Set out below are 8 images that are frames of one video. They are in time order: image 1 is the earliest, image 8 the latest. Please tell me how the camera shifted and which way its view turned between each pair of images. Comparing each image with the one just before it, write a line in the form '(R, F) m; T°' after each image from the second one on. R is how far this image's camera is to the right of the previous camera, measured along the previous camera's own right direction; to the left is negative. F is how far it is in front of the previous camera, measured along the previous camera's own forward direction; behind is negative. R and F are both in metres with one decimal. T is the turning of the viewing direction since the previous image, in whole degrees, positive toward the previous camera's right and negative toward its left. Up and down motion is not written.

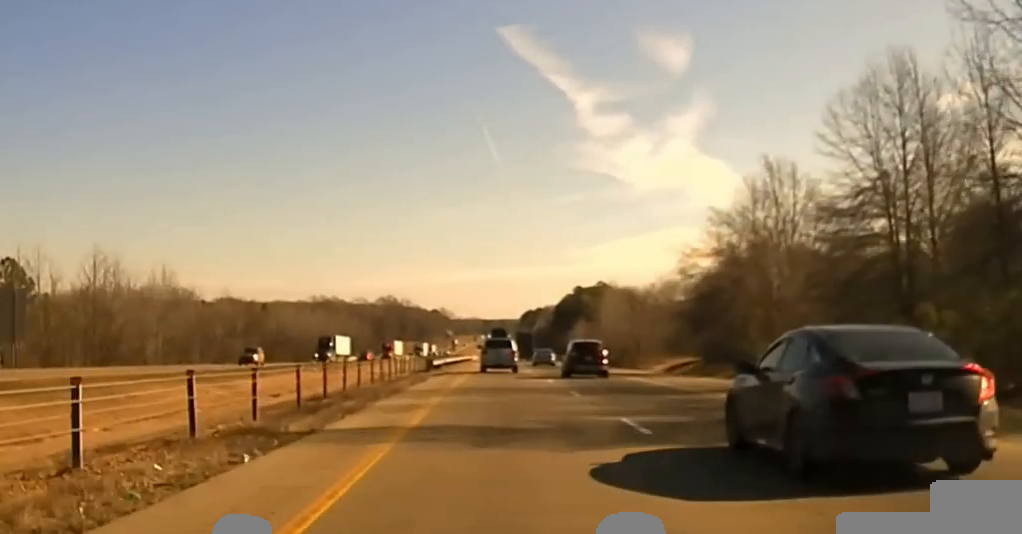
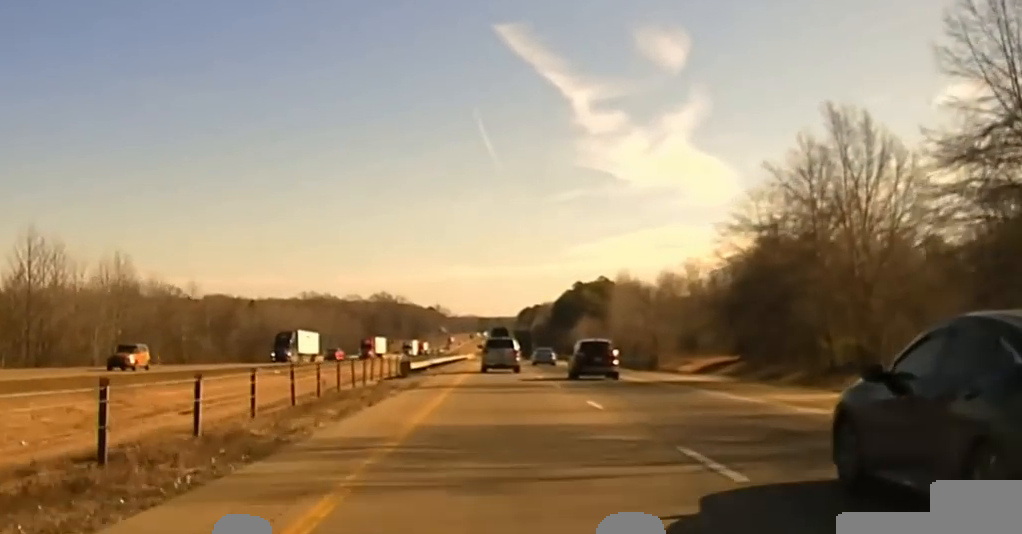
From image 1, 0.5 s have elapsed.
(0.0, +17.8) m; 0°
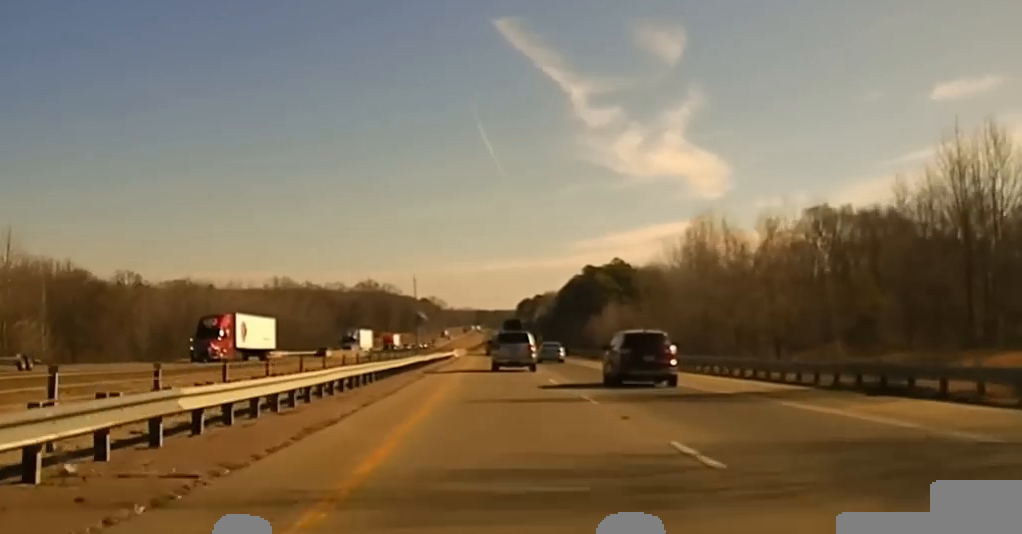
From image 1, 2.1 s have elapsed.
(0.0, +55.3) m; +1°
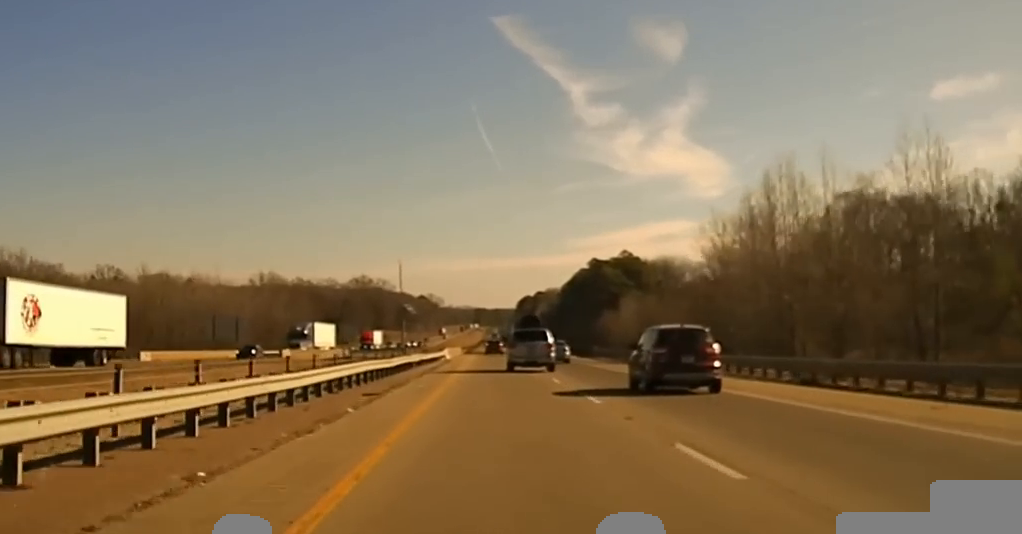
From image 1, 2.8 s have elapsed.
(+0.2, +23.2) m; 0°
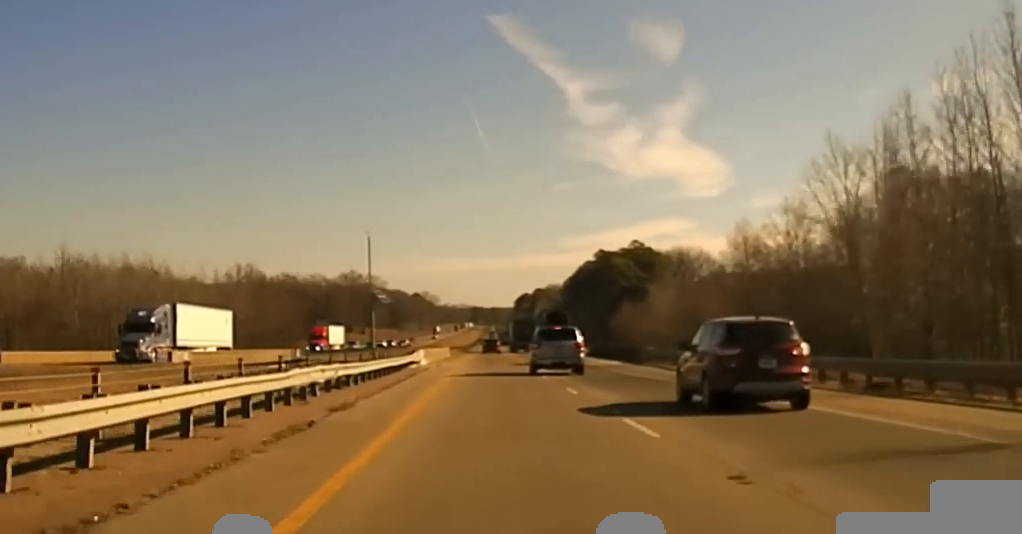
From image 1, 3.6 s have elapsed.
(+0.1, +26.9) m; 0°
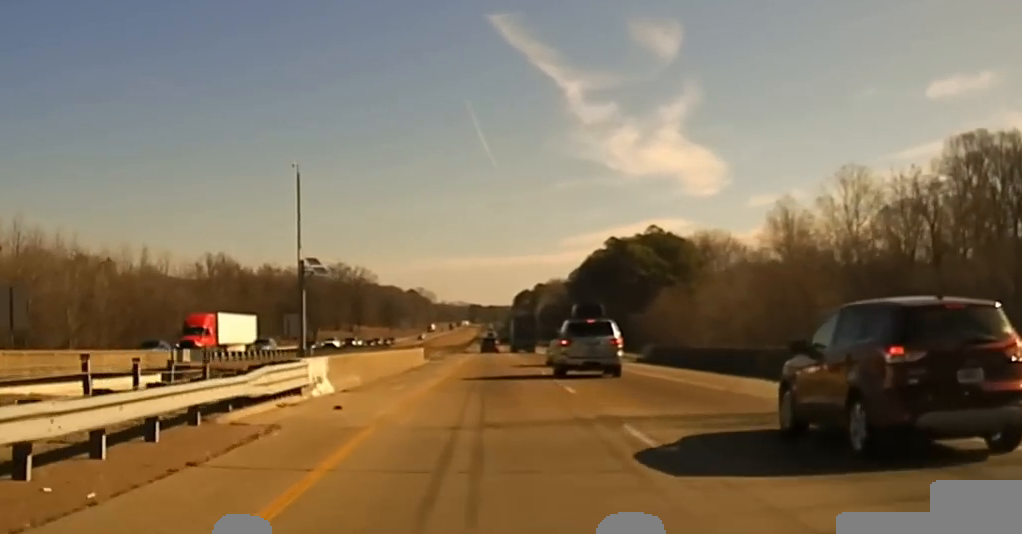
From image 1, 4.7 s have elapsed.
(-0.1, +40.2) m; 0°
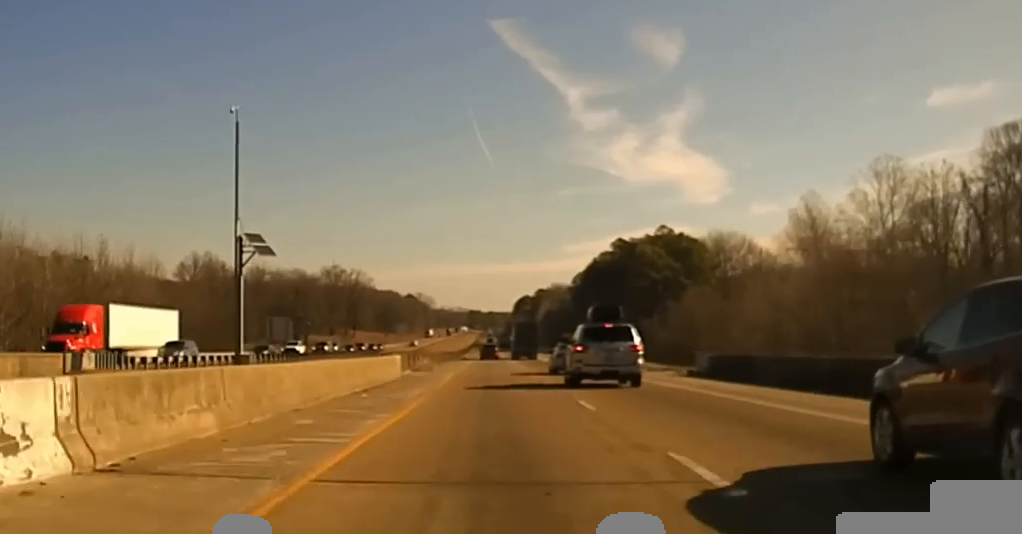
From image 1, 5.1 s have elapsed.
(0.0, +17.7) m; 0°
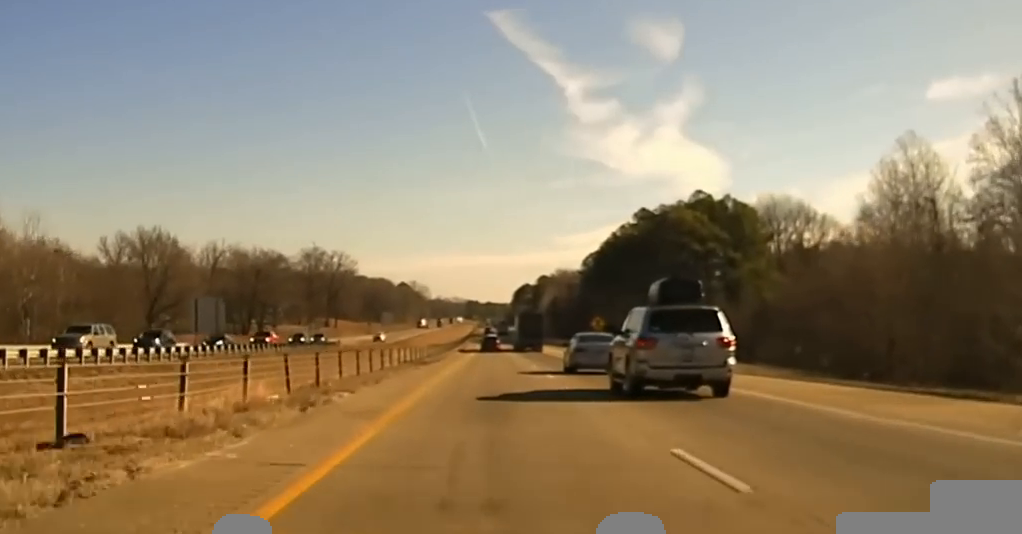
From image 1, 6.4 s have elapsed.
(-0.3, +55.8) m; 0°
